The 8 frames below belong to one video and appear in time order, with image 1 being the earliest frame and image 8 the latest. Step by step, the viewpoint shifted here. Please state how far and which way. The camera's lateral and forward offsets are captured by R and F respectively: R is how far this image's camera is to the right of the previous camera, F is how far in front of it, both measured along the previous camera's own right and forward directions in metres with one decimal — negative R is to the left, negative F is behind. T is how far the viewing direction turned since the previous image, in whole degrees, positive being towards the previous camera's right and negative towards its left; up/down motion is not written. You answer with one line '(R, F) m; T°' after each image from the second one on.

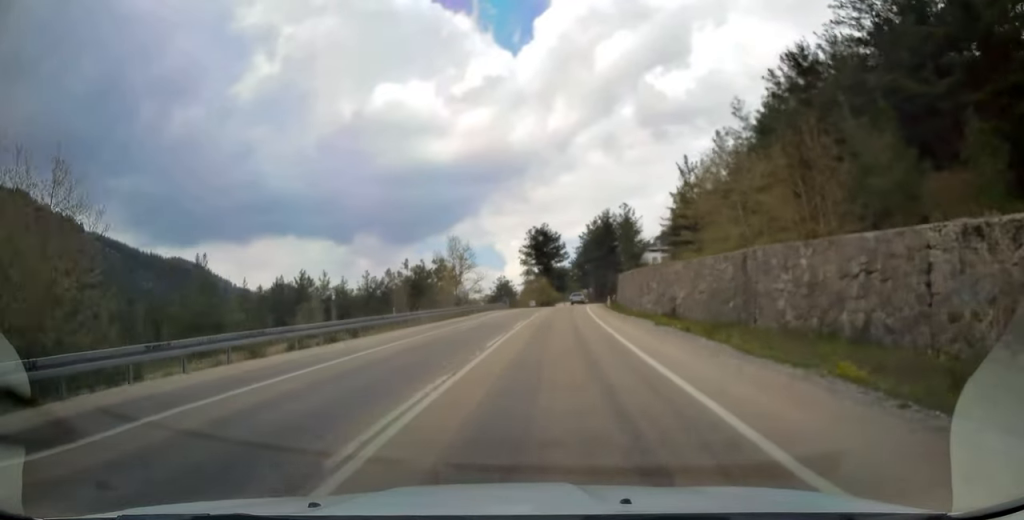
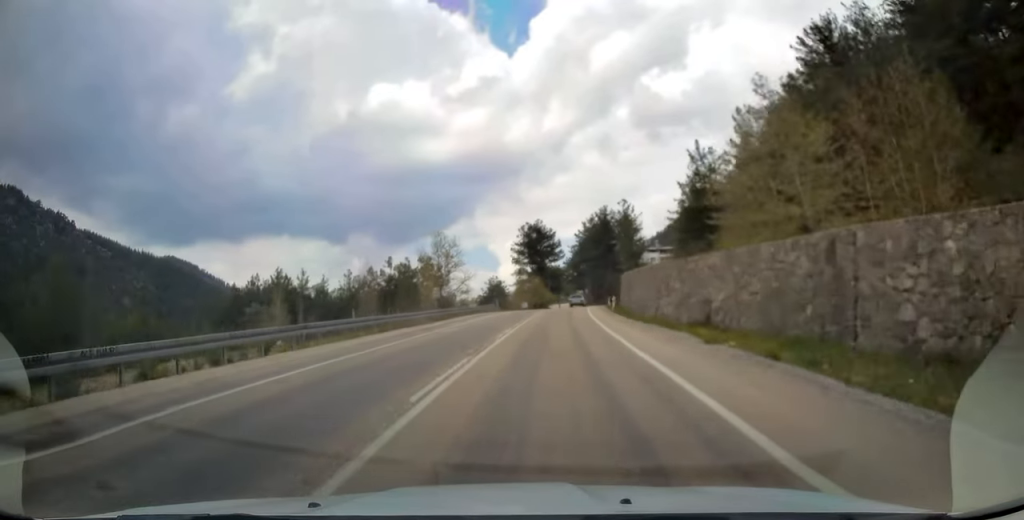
(0.0, +8.3) m; 0°
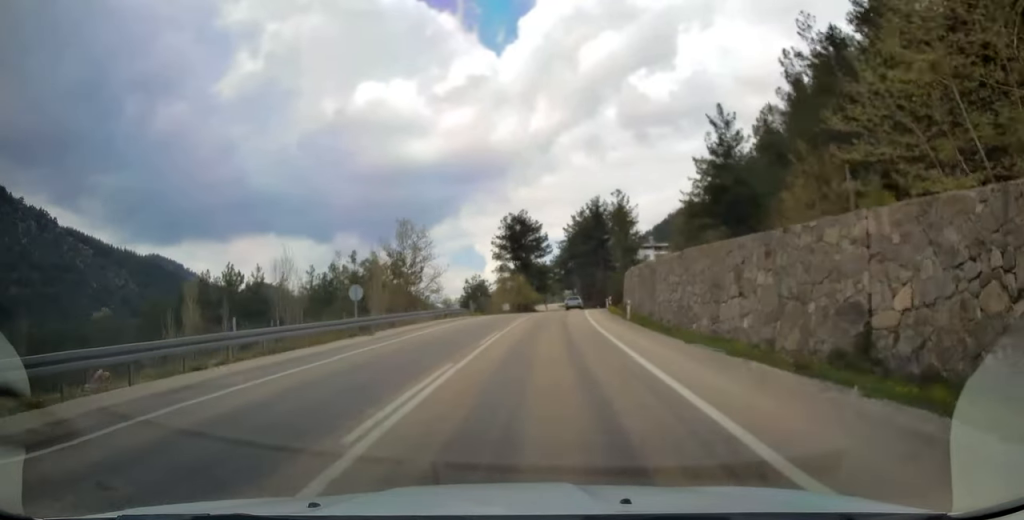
(0.0, +13.7) m; +1°
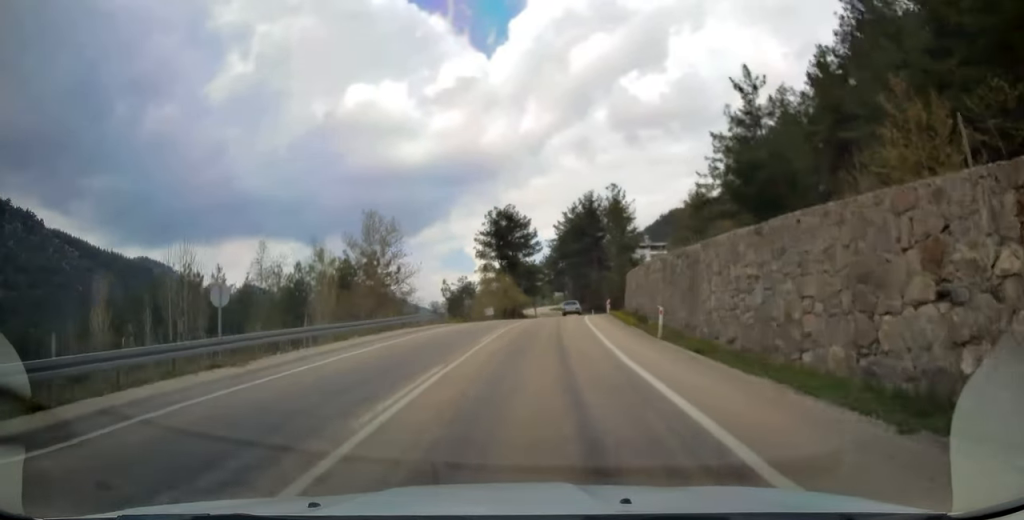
(+0.1, +10.1) m; +1°
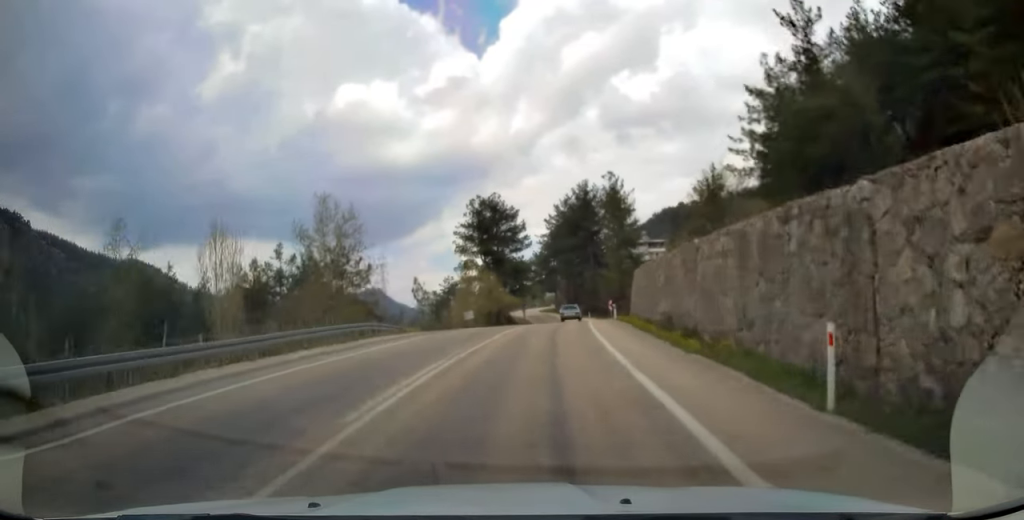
(+0.1, +11.4) m; +1°
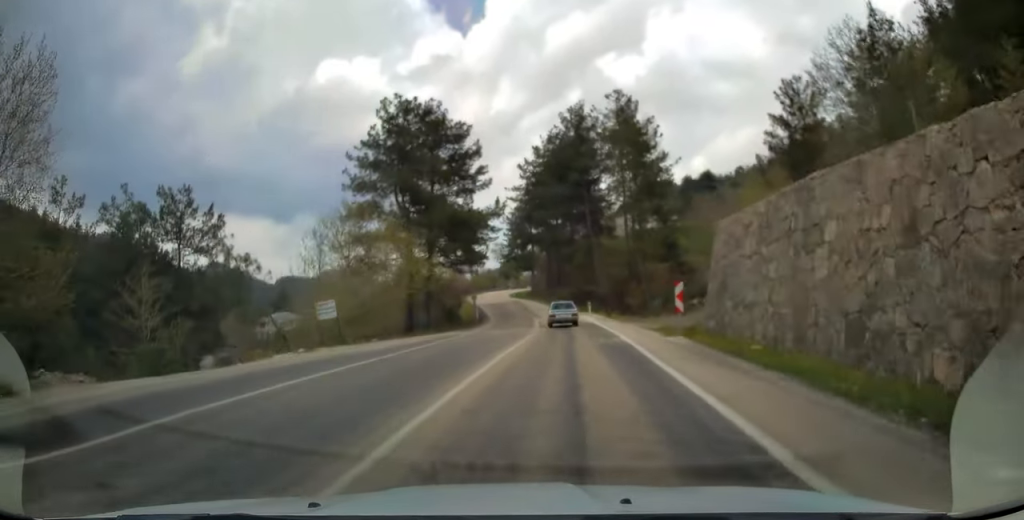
(+0.9, +36.6) m; +1°
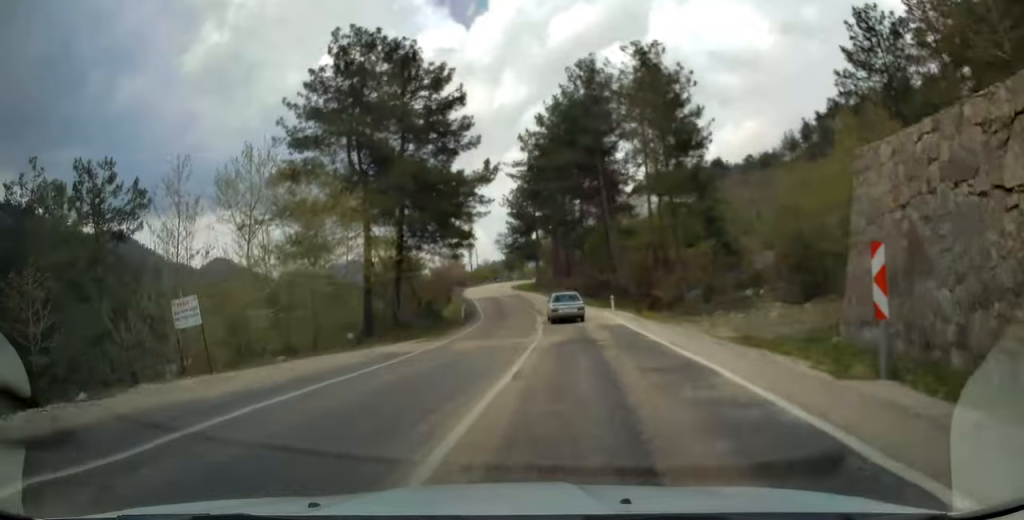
(-0.1, +12.2) m; -1°
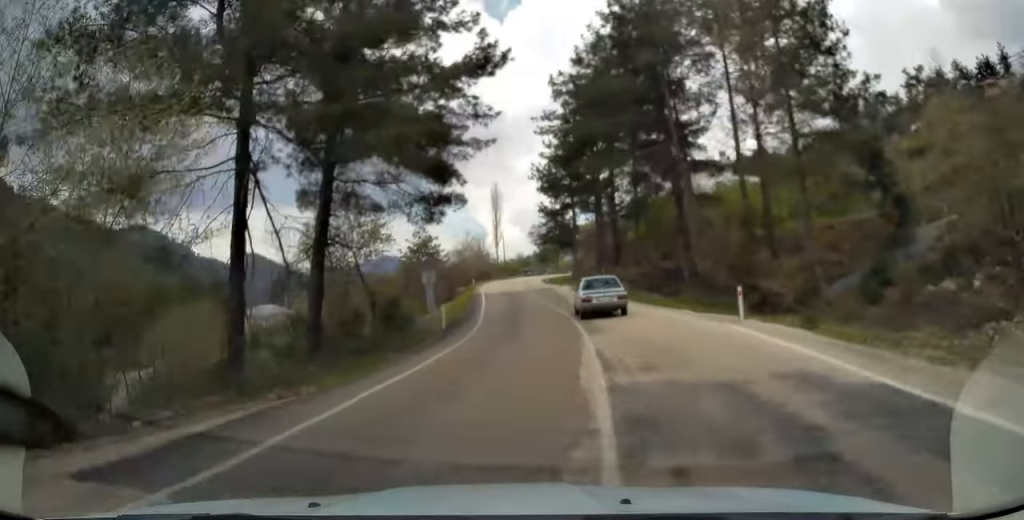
(-0.4, +17.6) m; -2°
